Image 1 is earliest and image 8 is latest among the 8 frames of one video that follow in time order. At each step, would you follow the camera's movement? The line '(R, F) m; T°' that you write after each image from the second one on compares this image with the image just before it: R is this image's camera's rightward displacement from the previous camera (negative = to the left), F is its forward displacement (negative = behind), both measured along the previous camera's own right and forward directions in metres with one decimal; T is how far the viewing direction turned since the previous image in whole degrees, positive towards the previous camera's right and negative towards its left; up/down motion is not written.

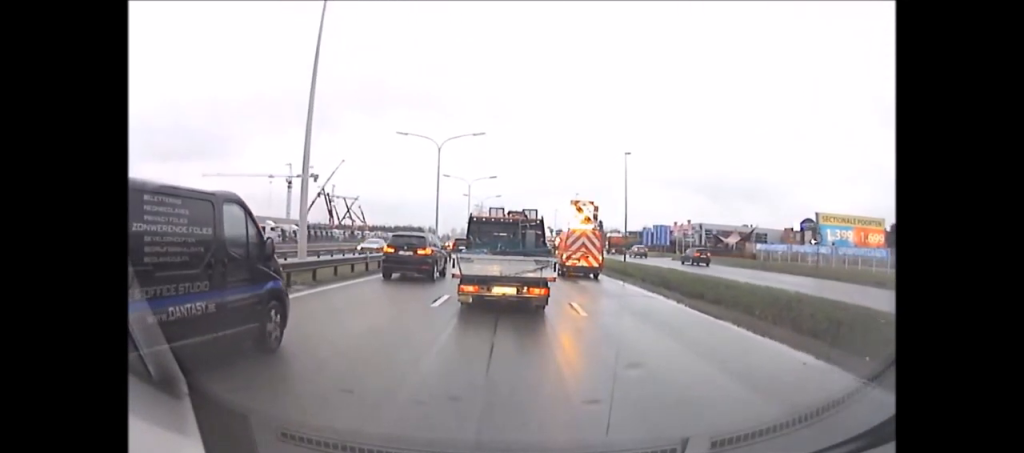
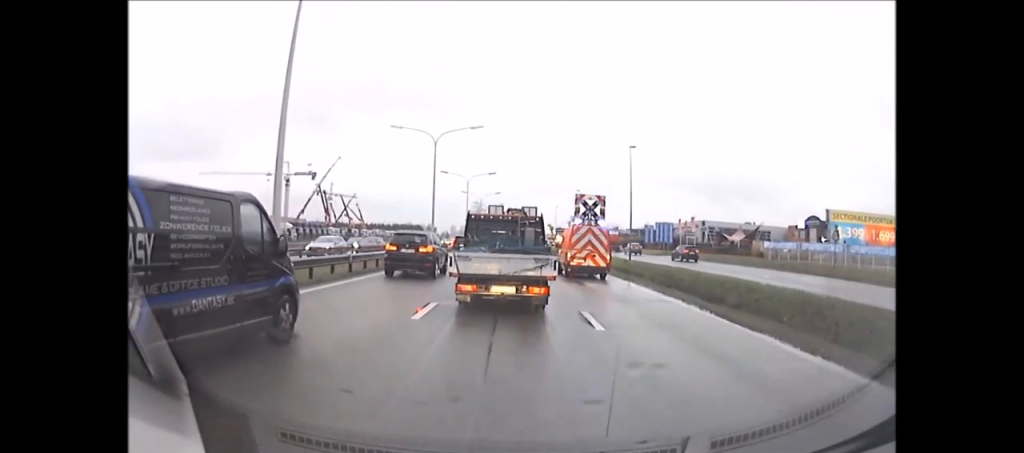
(-0.1, +3.3) m; -1°
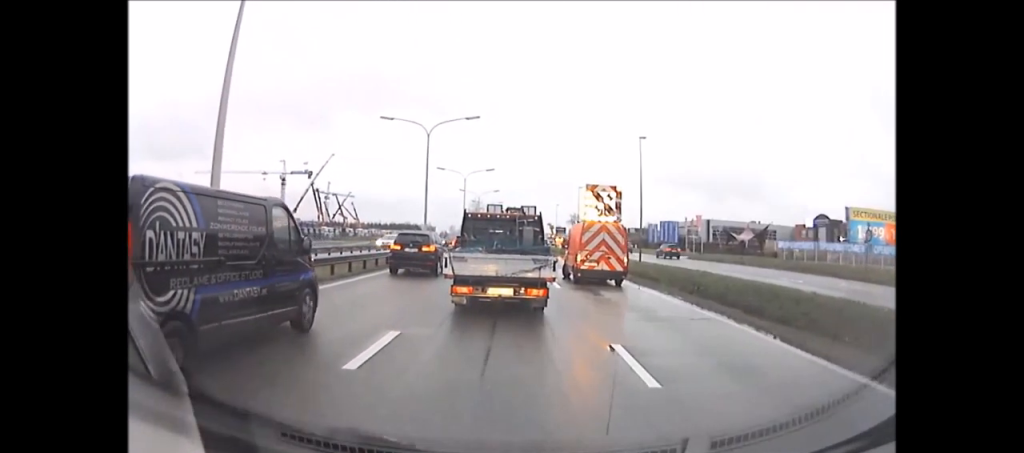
(-0.1, +6.2) m; -1°
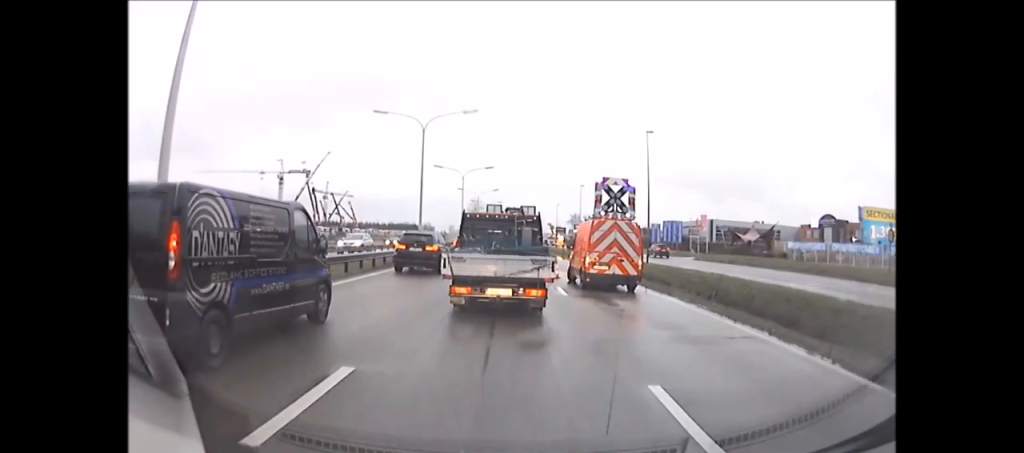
(0.0, +4.3) m; 0°
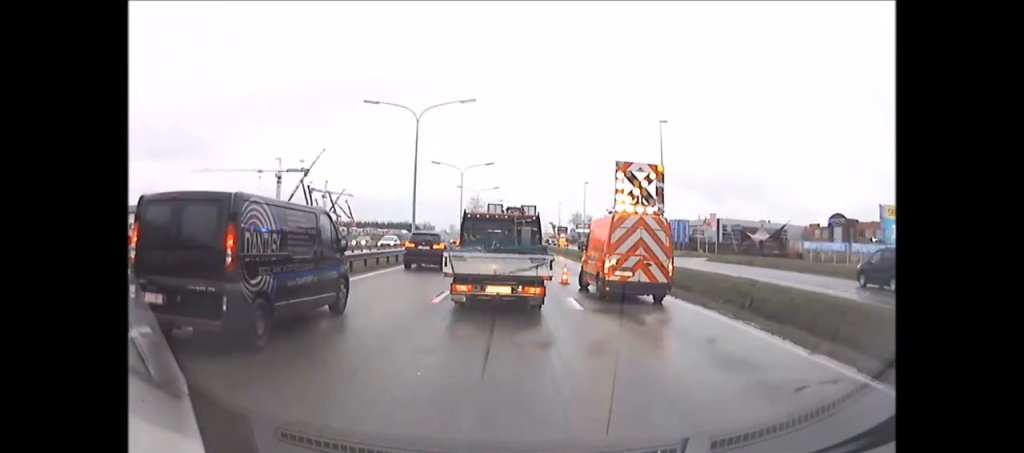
(0.0, +6.9) m; 0°
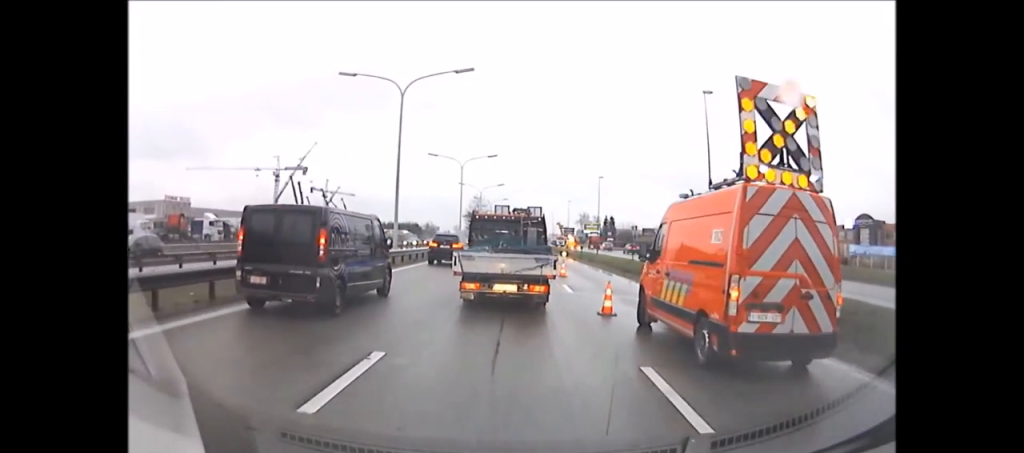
(0.0, +8.8) m; 0°
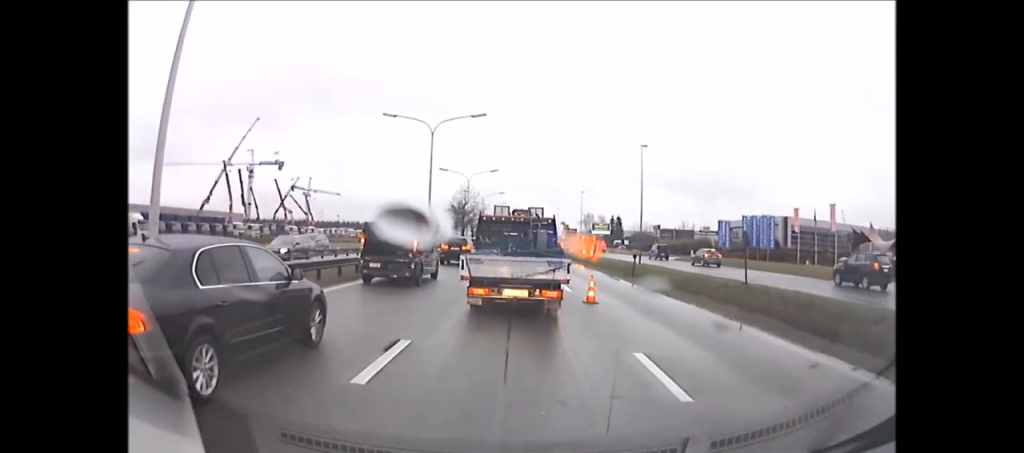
(0.0, +12.3) m; 0°
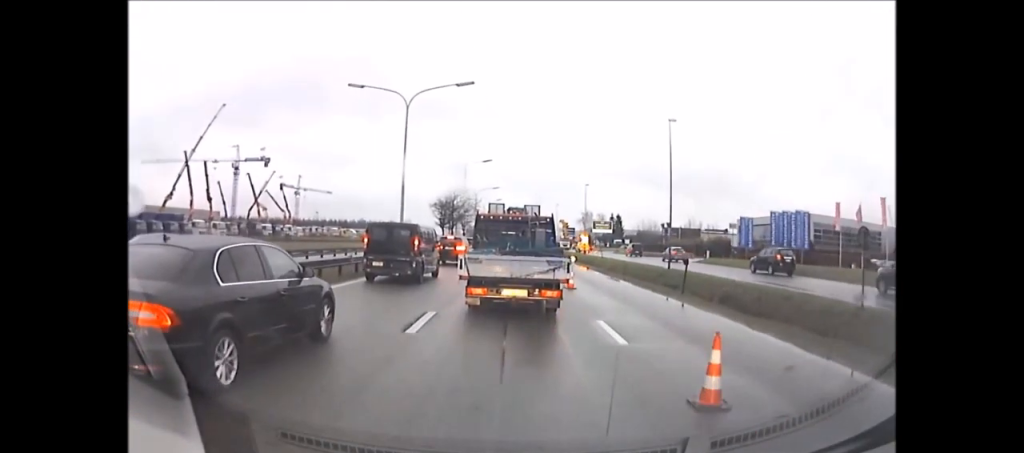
(0.0, +4.9) m; 0°
